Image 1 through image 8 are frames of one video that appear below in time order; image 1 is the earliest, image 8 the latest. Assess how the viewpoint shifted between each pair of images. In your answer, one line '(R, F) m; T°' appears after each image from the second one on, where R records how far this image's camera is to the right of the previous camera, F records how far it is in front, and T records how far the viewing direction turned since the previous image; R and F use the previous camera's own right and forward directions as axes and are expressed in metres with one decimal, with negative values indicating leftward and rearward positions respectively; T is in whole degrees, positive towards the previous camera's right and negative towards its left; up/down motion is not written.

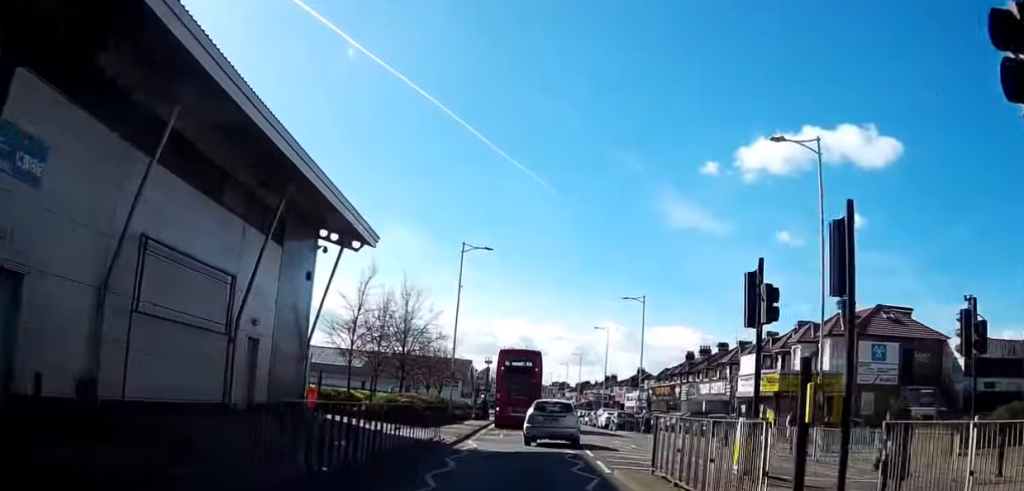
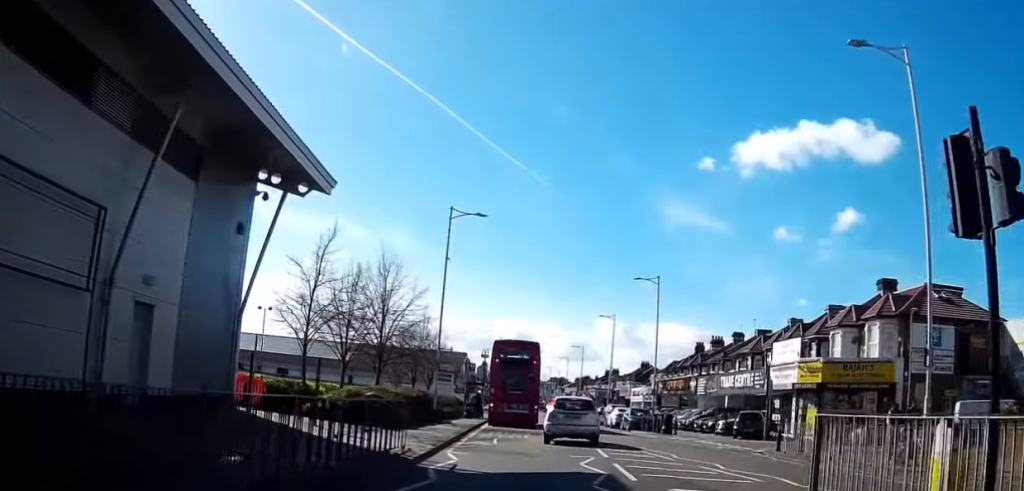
(+0.3, +7.2) m; -1°
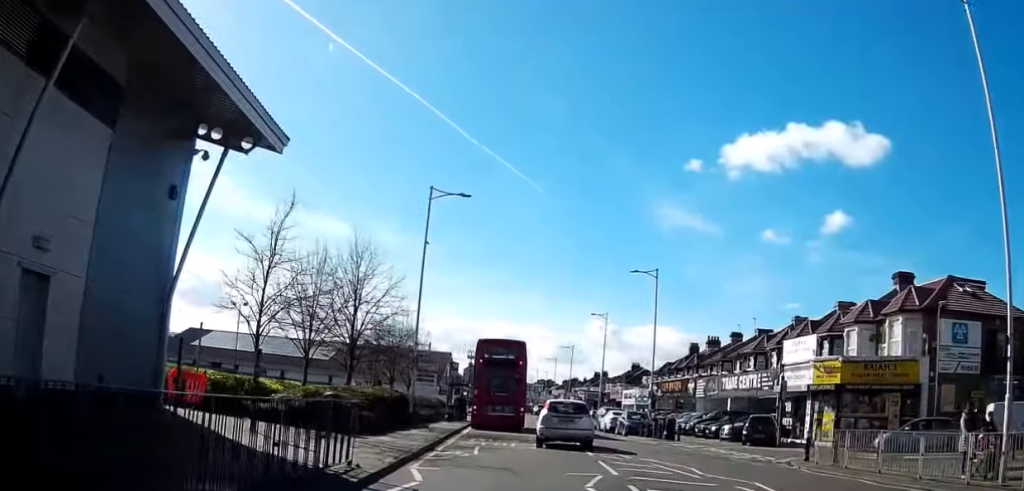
(-0.2, +4.1) m; -2°
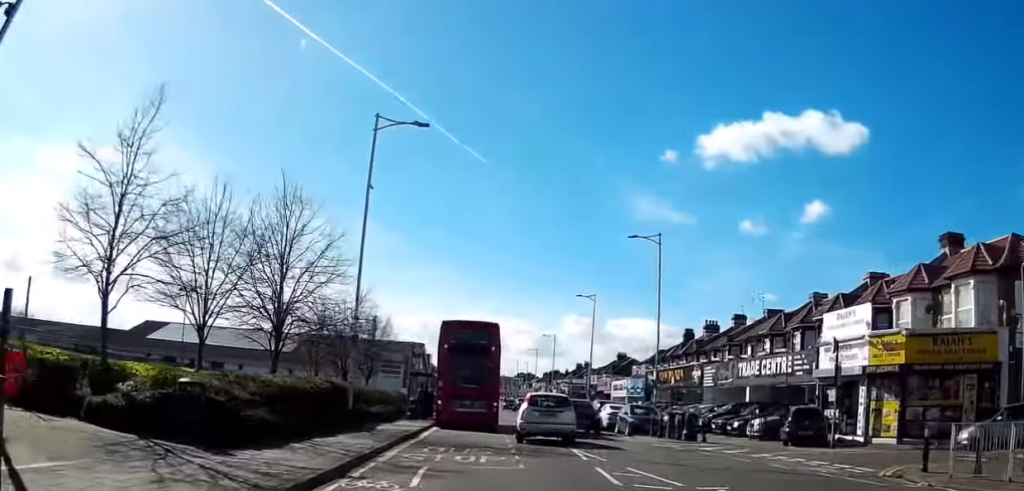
(-0.2, +8.6) m; -1°
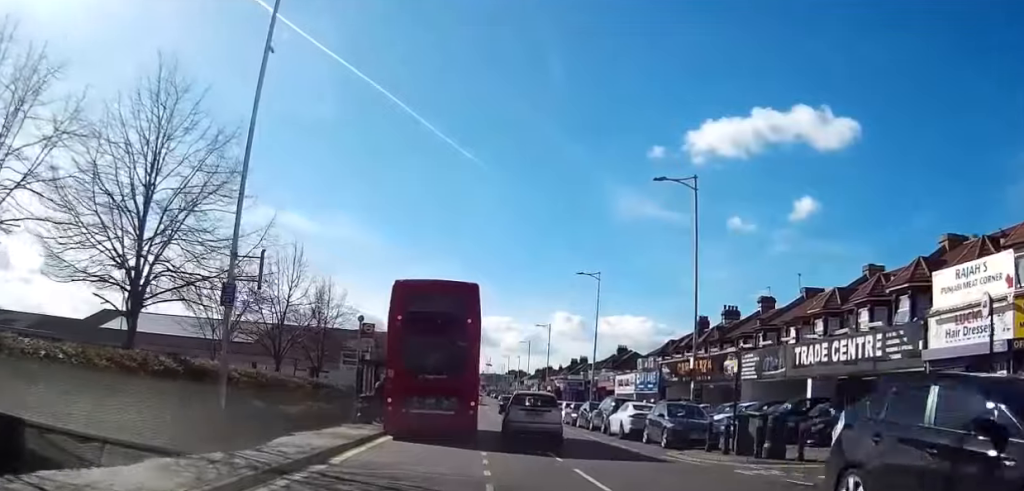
(0.0, +10.3) m; 0°
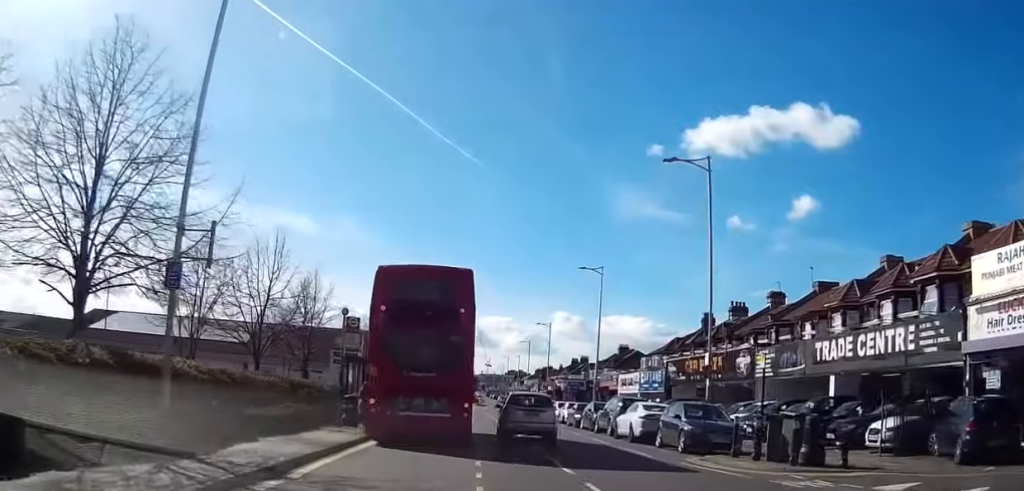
(0.0, +2.5) m; 0°
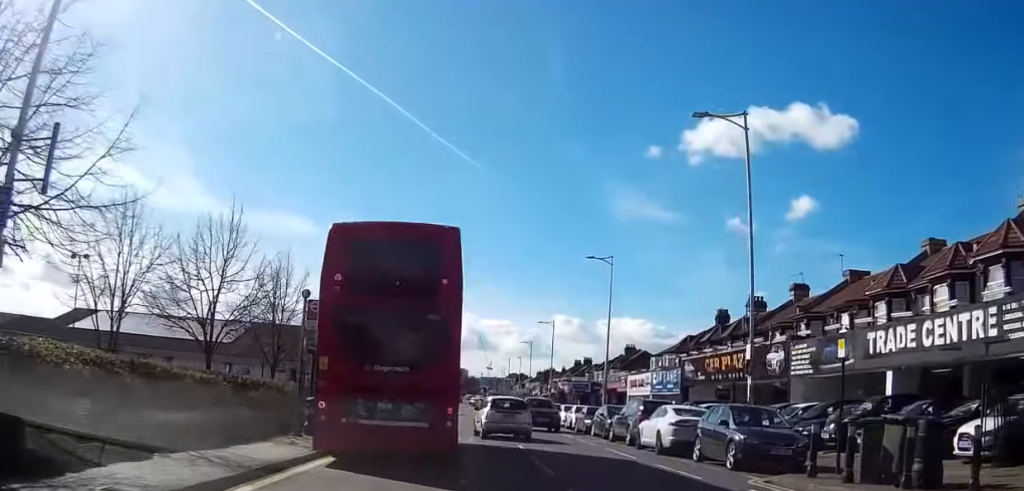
(0.0, +4.8) m; -1°
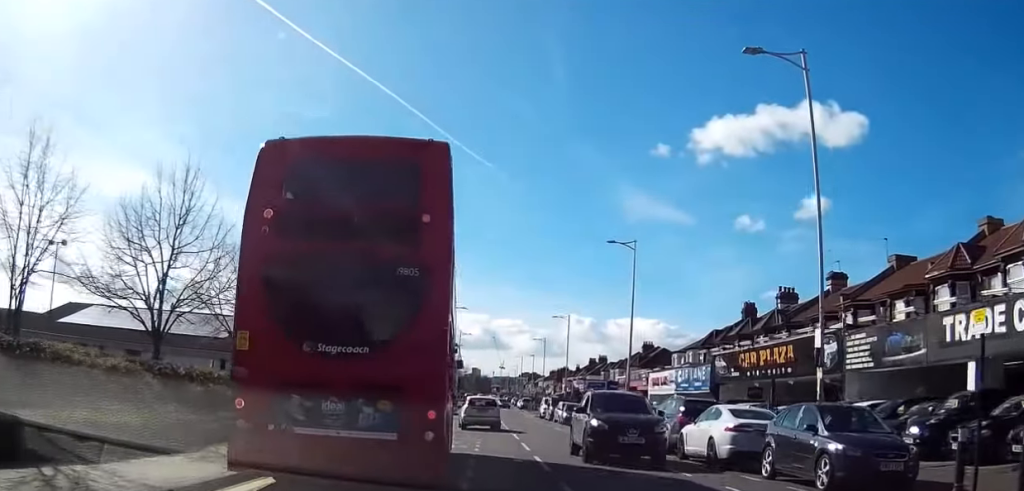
(0.0, +4.9) m; +2°
